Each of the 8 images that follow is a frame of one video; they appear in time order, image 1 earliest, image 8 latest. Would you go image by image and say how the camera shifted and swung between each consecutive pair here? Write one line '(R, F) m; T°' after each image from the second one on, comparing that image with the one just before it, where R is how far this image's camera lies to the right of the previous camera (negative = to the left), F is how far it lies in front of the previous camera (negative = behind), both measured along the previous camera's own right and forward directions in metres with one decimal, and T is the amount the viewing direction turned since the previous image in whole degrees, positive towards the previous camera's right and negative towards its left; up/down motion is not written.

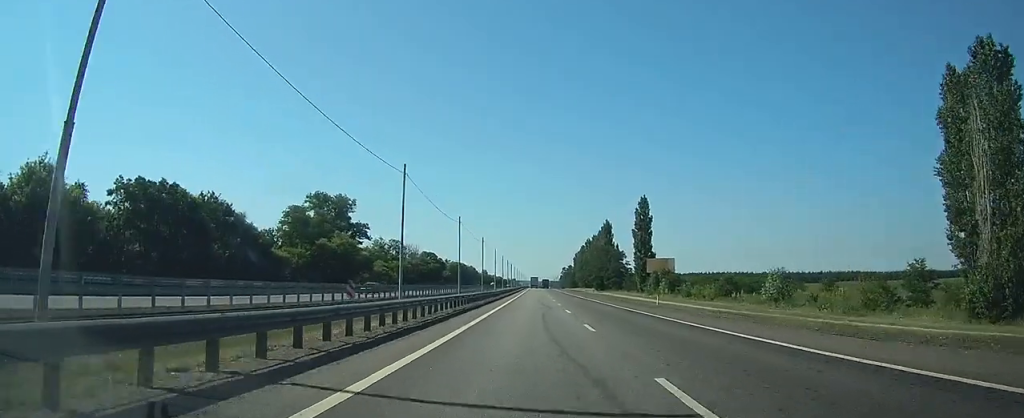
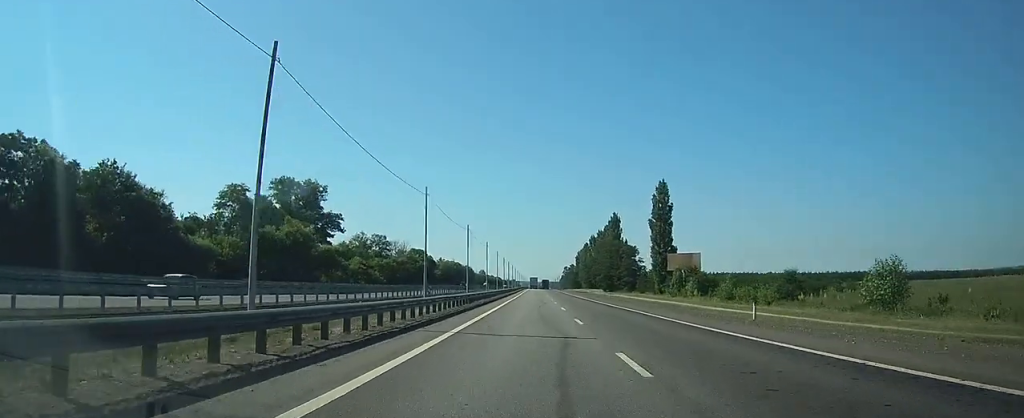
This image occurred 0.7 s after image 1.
(+0.1, +22.6) m; 0°
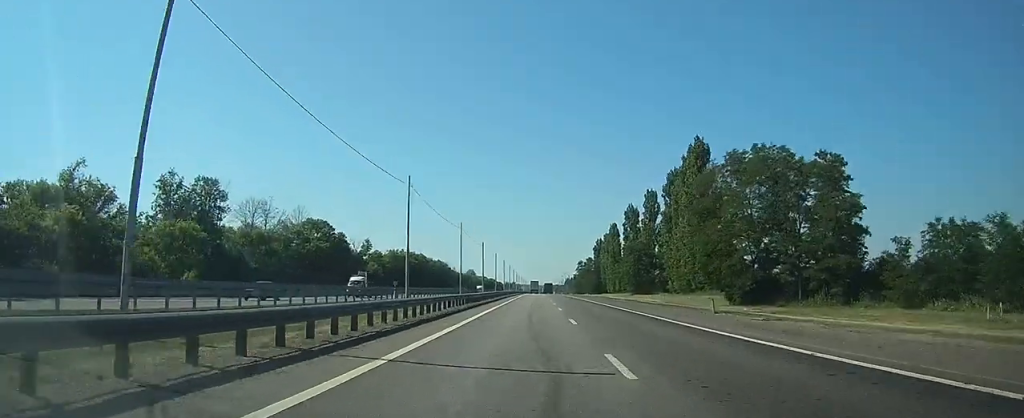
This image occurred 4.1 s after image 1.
(-0.4, +96.7) m; 0°
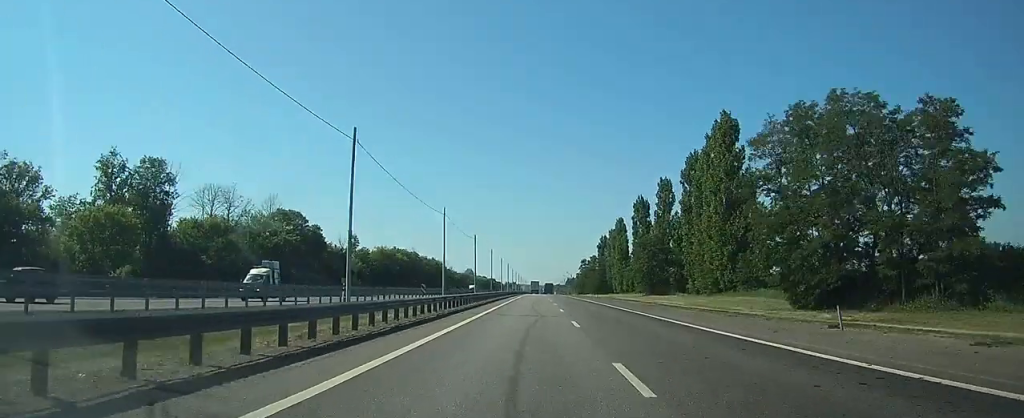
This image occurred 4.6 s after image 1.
(0.0, +13.0) m; 0°
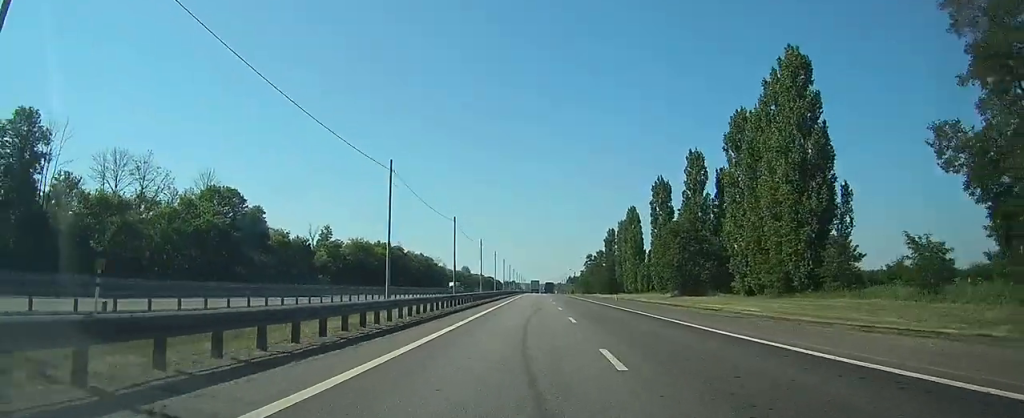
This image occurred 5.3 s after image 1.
(0.0, +21.3) m; 0°
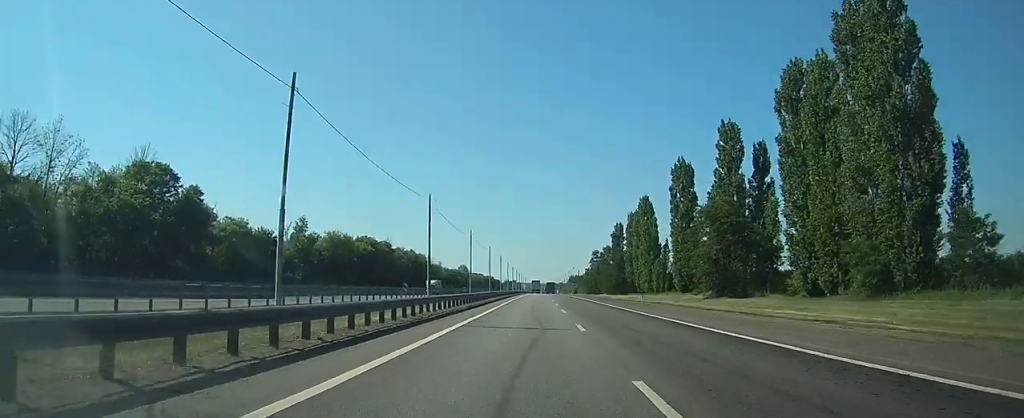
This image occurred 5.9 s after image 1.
(0.0, +15.8) m; 0°
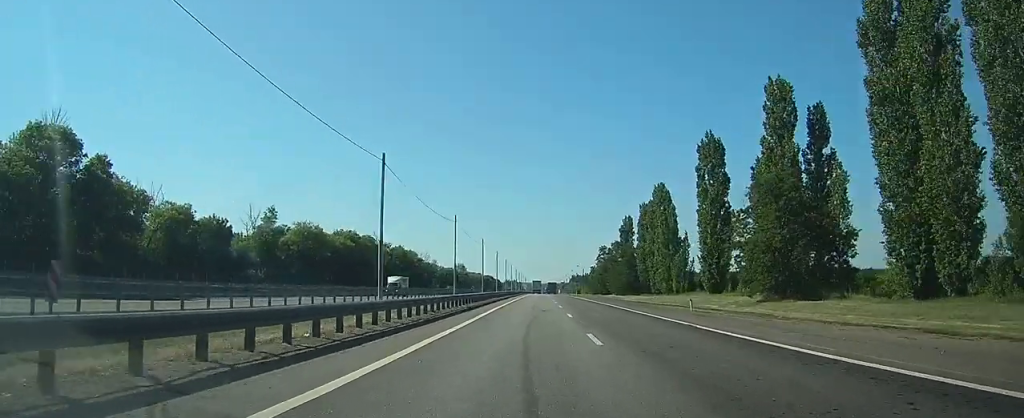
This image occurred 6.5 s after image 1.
(0.0, +15.8) m; 0°
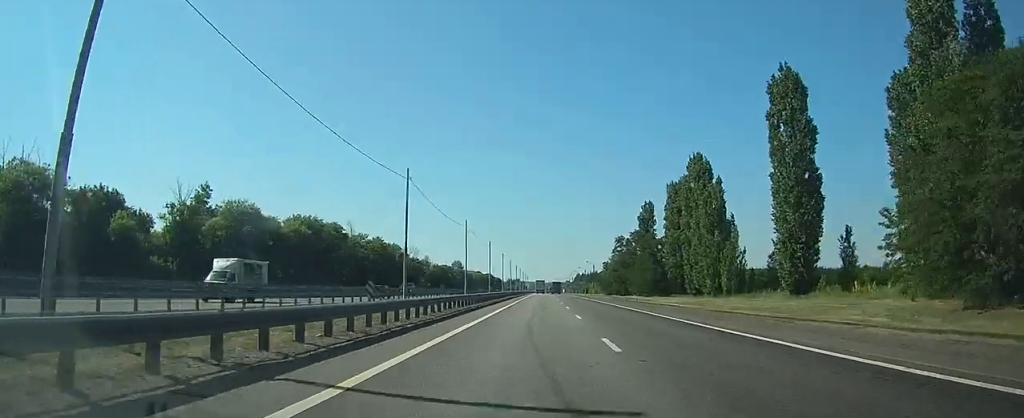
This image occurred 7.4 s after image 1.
(0.0, +25.3) m; 0°
